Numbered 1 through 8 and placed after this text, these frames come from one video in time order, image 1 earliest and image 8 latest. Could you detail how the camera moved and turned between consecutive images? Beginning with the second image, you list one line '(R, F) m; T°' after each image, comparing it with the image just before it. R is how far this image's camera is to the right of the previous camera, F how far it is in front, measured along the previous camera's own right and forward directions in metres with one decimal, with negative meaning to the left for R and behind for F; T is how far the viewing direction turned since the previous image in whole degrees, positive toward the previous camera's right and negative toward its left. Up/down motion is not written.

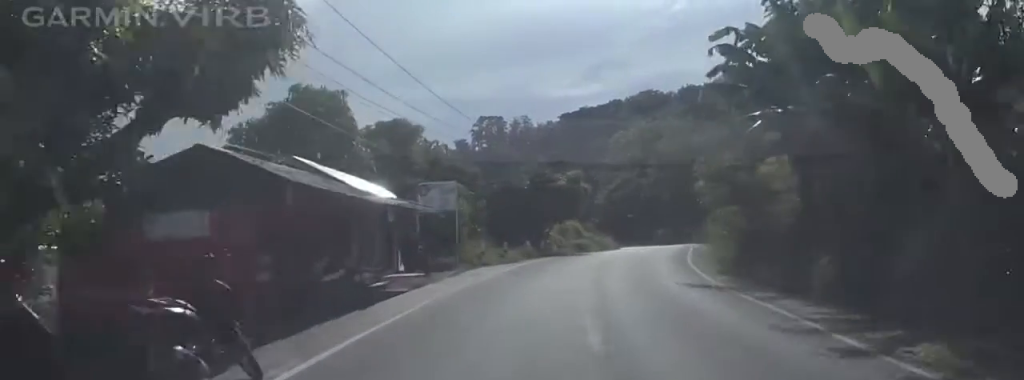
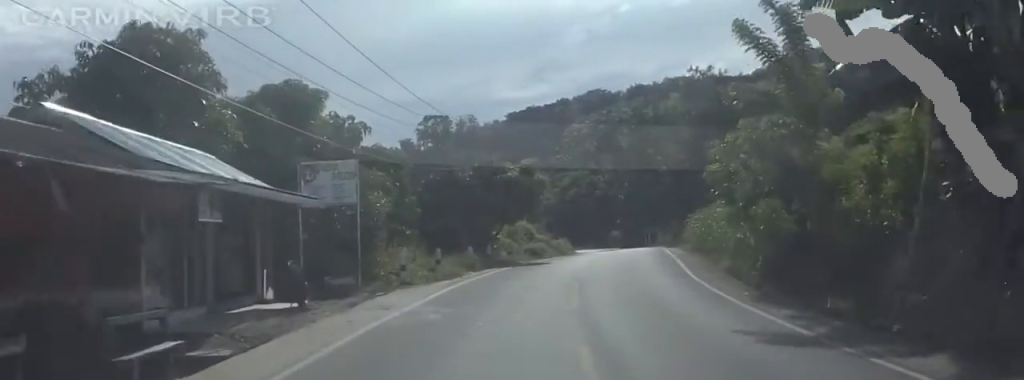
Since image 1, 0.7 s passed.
(+0.5, +10.1) m; +4°
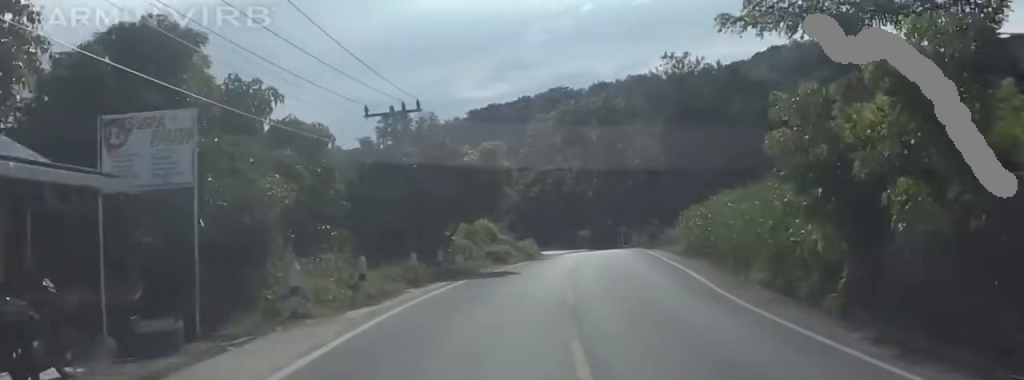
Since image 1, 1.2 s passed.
(+0.2, +8.4) m; +3°
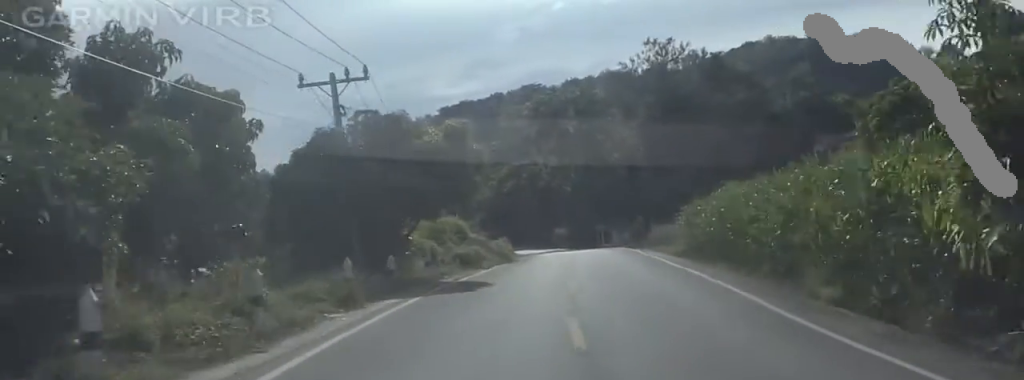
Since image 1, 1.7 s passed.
(+0.3, +6.6) m; 0°
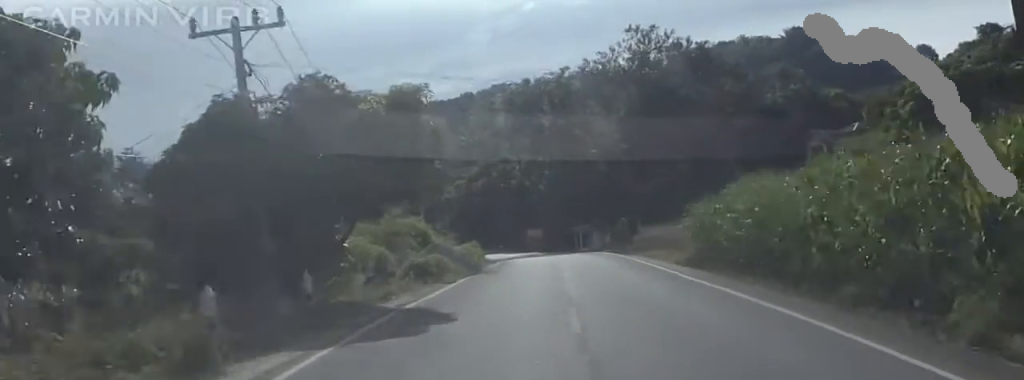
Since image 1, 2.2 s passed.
(+0.3, +7.2) m; 0°
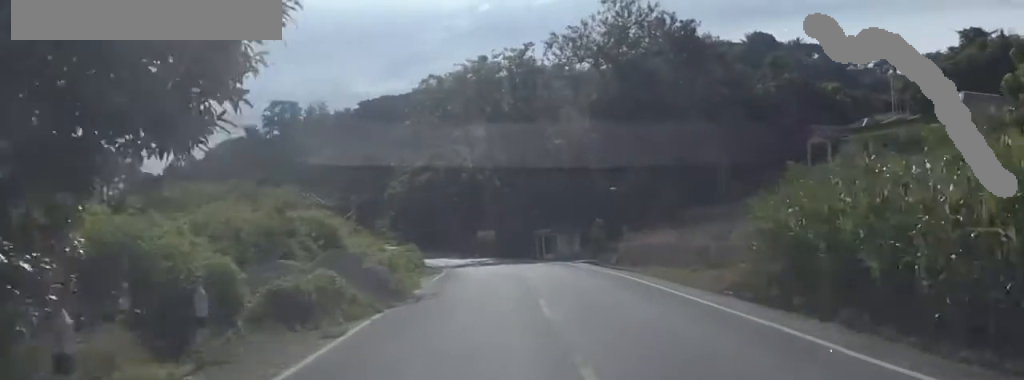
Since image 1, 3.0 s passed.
(-0.5, +13.4) m; 0°
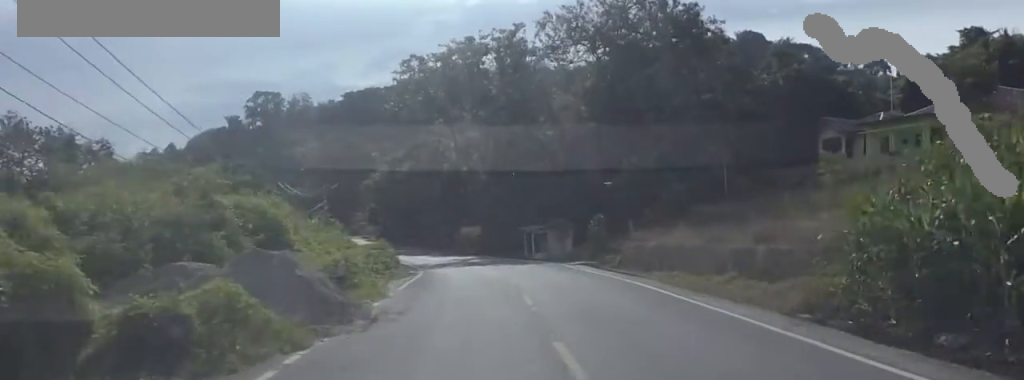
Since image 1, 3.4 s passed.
(+0.1, +6.1) m; +2°
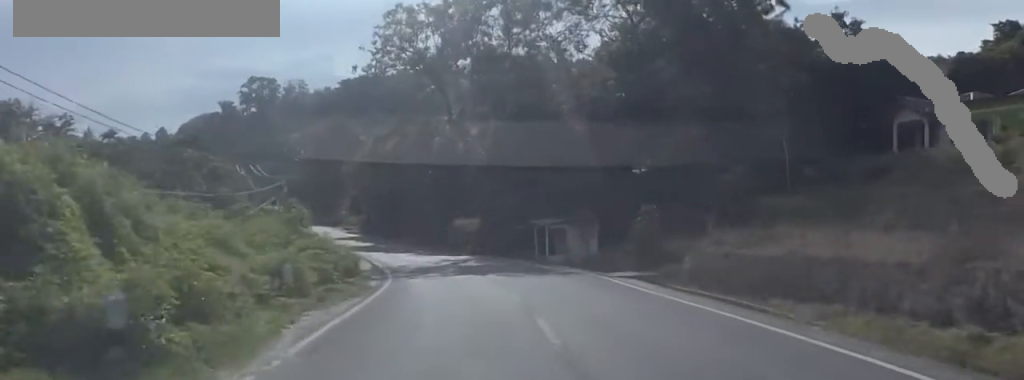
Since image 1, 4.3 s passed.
(+0.5, +13.3) m; +4°
